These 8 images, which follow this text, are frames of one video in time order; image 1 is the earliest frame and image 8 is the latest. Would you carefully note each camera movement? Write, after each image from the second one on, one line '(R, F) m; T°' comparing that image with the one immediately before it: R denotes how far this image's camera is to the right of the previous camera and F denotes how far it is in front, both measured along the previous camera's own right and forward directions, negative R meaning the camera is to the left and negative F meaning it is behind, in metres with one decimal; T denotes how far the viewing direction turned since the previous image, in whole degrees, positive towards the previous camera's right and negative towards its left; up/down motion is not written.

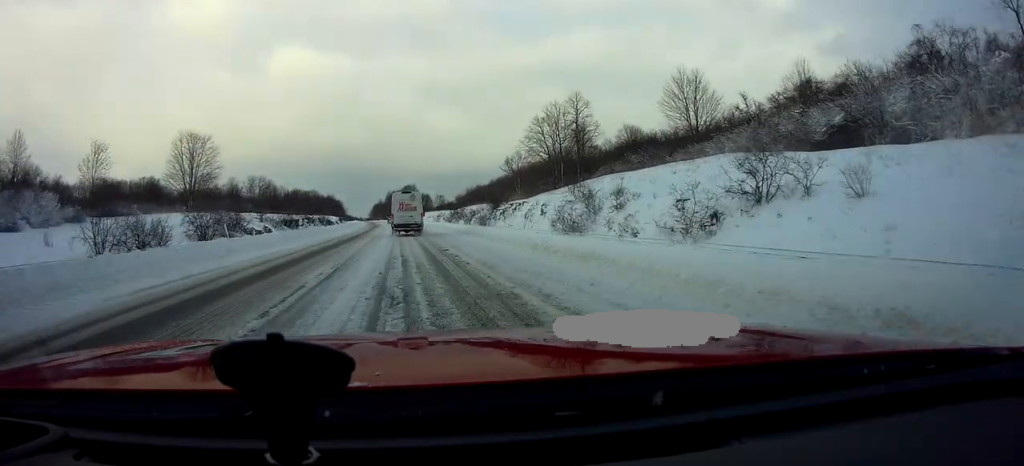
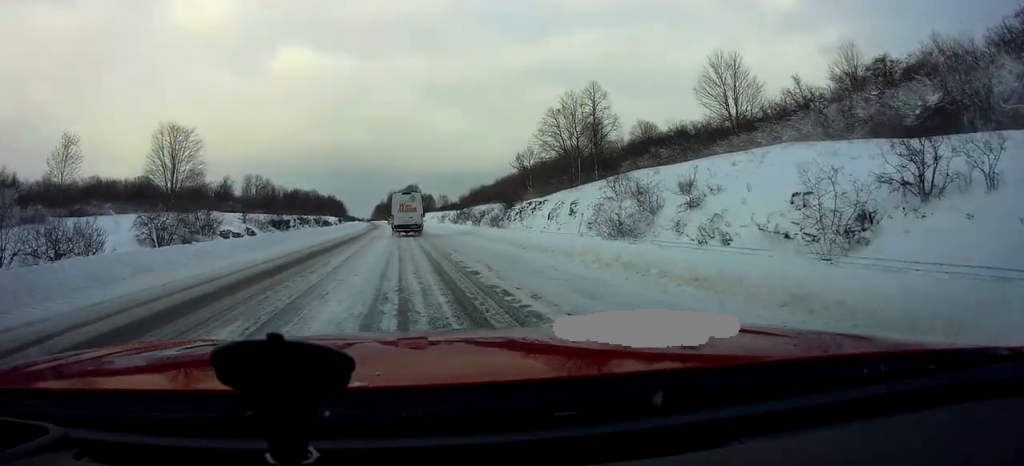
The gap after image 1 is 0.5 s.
(0.0, +7.9) m; 0°
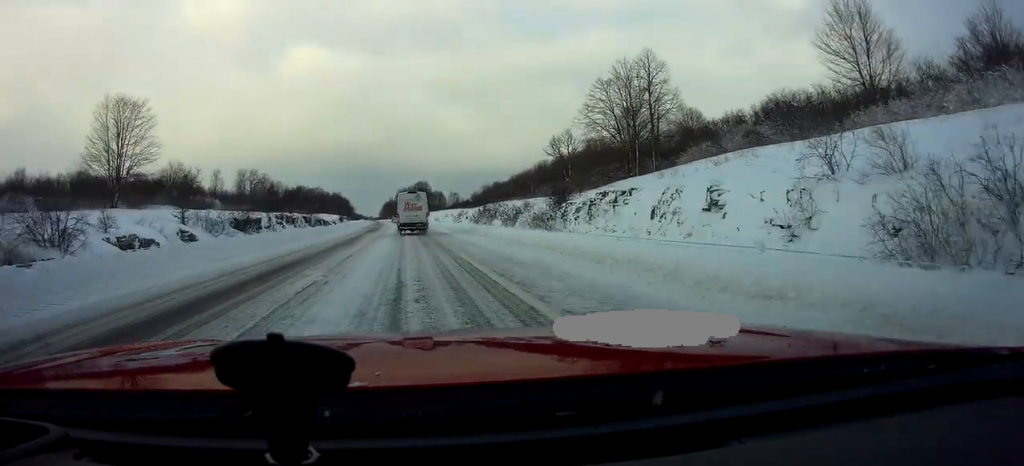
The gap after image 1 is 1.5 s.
(0.0, +18.2) m; 0°
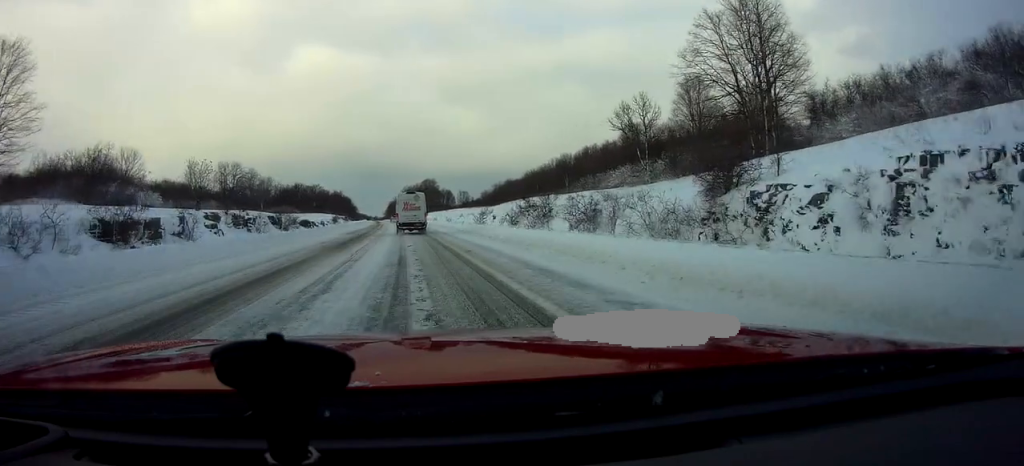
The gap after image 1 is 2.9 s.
(0.0, +24.1) m; -1°
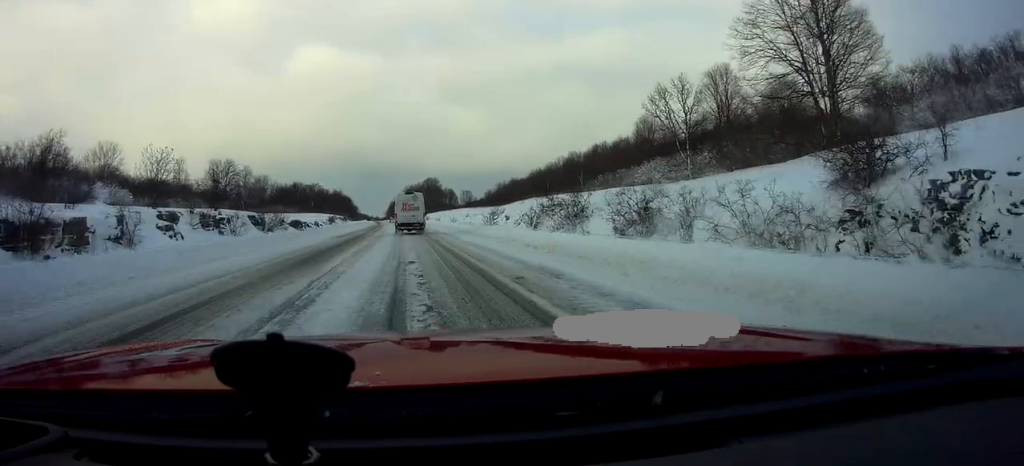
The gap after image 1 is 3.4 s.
(0.0, +8.1) m; -1°
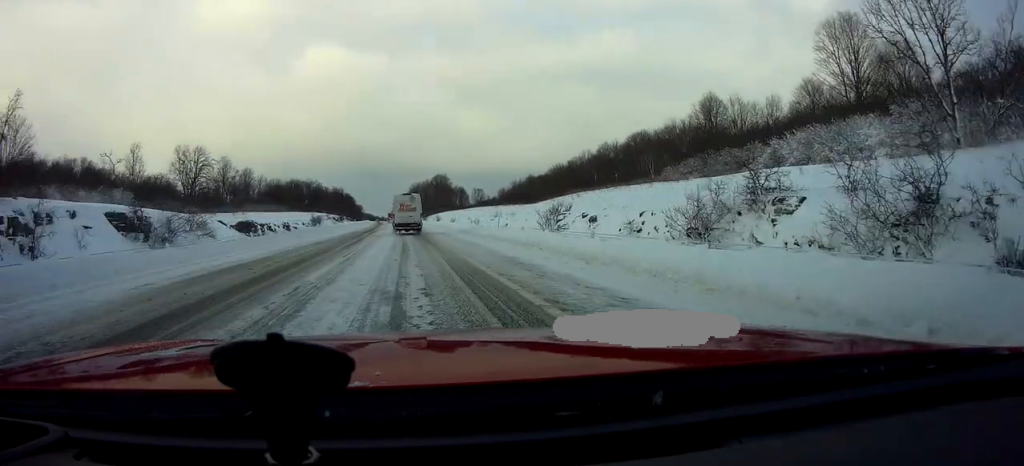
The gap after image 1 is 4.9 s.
(-0.6, +26.9) m; 0°
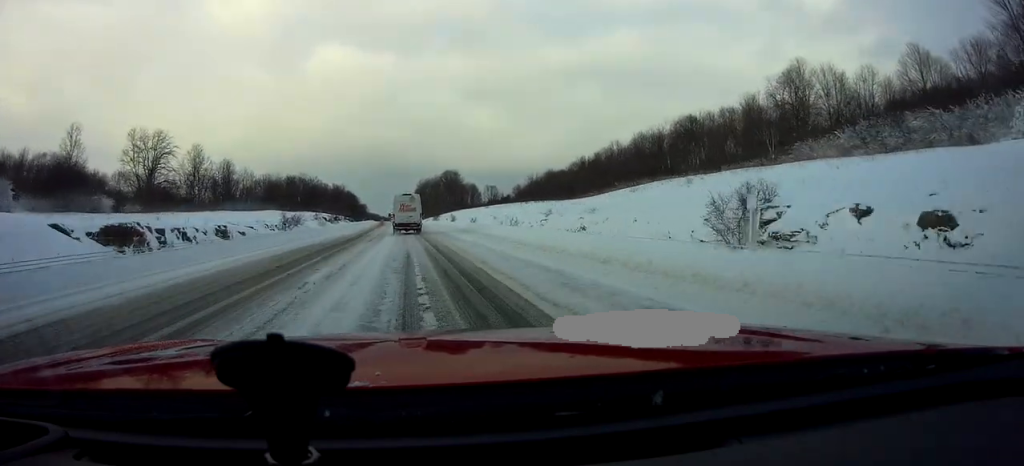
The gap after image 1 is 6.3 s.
(+0.5, +24.8) m; 0°
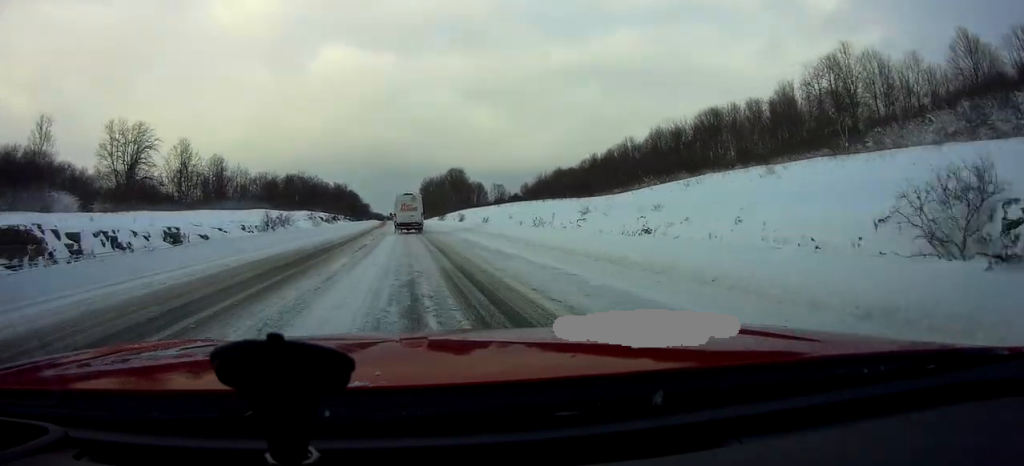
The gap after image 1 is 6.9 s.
(-0.3, +9.4) m; -1°
